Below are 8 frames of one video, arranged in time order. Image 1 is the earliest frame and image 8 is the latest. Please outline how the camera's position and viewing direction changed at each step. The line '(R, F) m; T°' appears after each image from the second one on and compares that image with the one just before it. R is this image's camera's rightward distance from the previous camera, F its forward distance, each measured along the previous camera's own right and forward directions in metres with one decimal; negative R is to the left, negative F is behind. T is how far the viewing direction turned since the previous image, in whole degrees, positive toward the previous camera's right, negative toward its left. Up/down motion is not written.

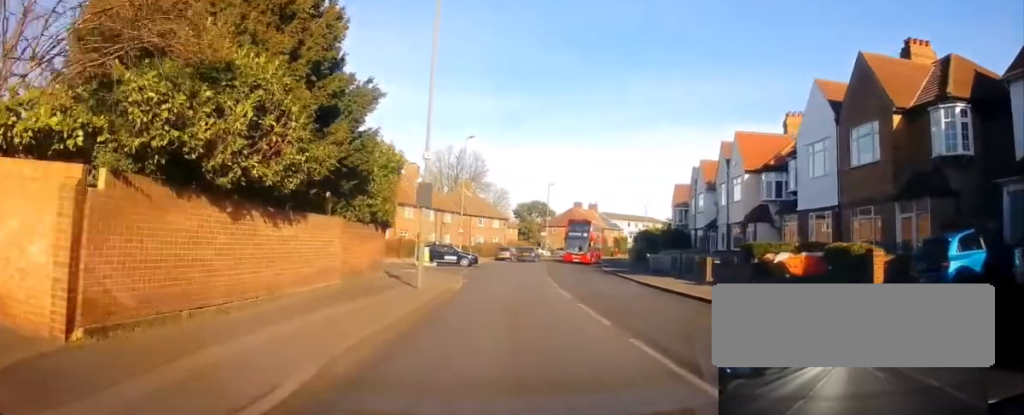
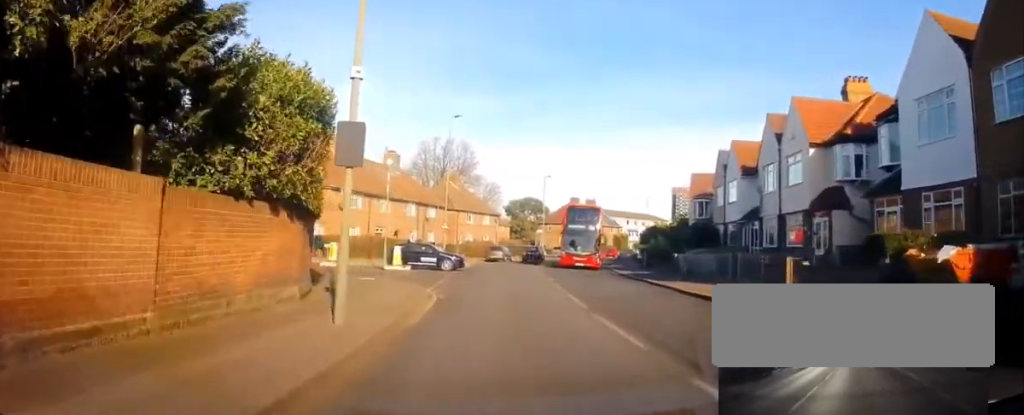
(+0.2, +8.4) m; +1°
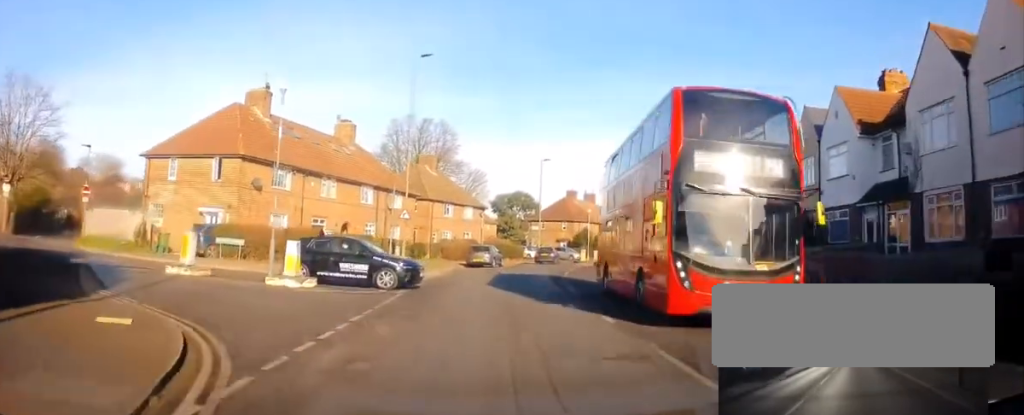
(0.0, +14.7) m; 0°
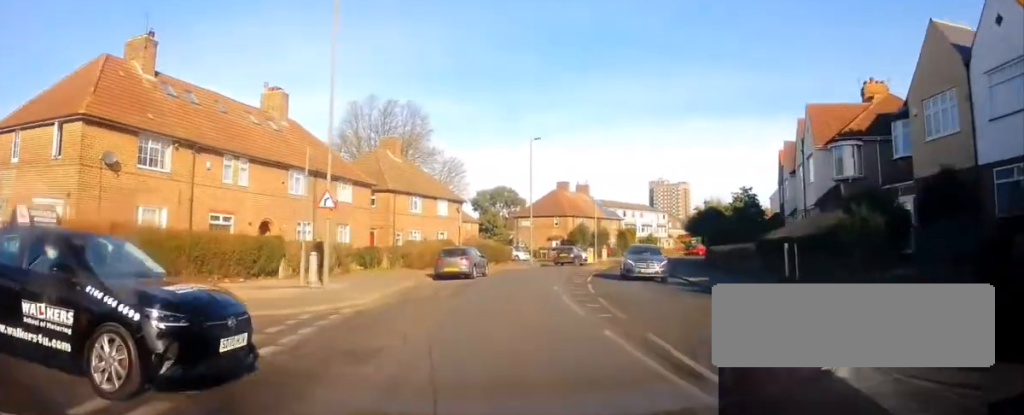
(+0.1, +12.0) m; +2°
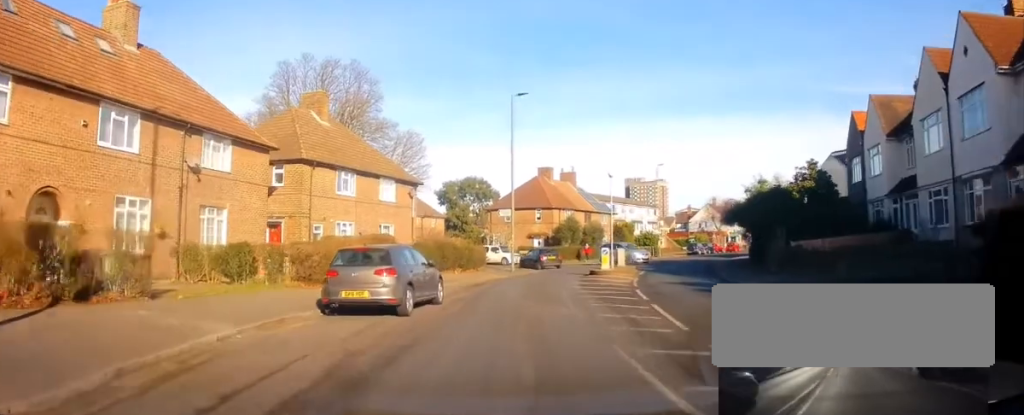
(+0.3, +14.6) m; +4°
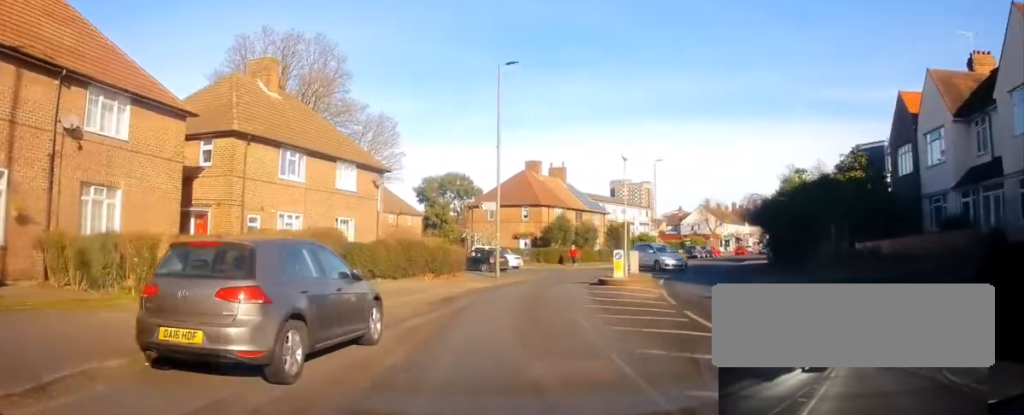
(+0.3, +6.1) m; +3°
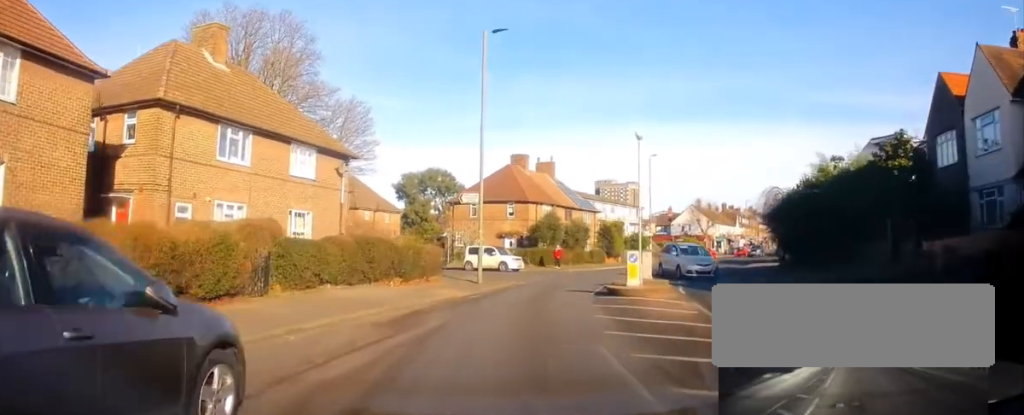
(+0.1, +4.8) m; +1°
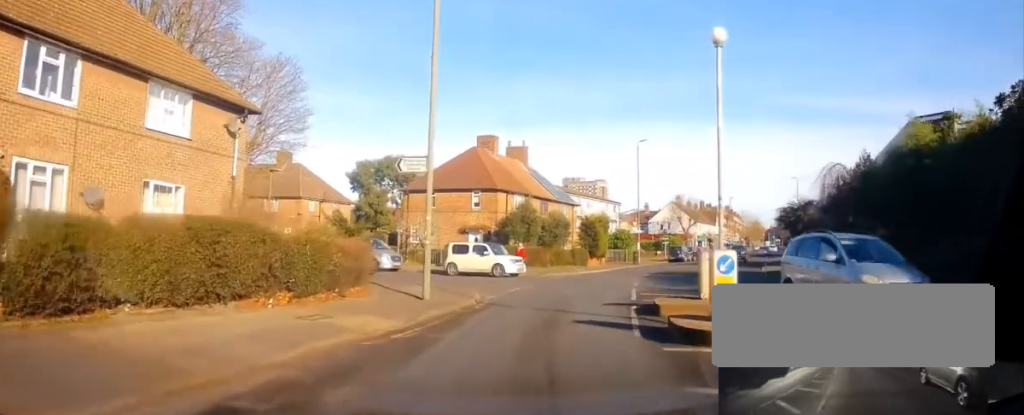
(0.0, +8.8) m; +2°
